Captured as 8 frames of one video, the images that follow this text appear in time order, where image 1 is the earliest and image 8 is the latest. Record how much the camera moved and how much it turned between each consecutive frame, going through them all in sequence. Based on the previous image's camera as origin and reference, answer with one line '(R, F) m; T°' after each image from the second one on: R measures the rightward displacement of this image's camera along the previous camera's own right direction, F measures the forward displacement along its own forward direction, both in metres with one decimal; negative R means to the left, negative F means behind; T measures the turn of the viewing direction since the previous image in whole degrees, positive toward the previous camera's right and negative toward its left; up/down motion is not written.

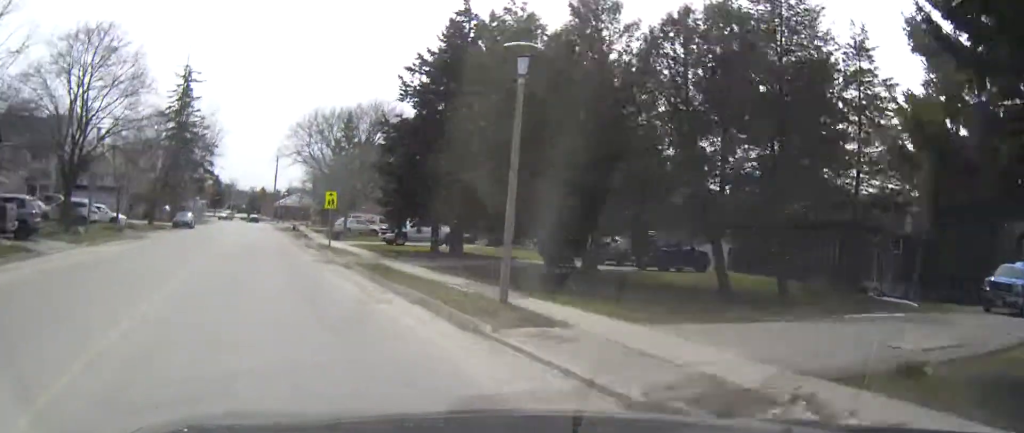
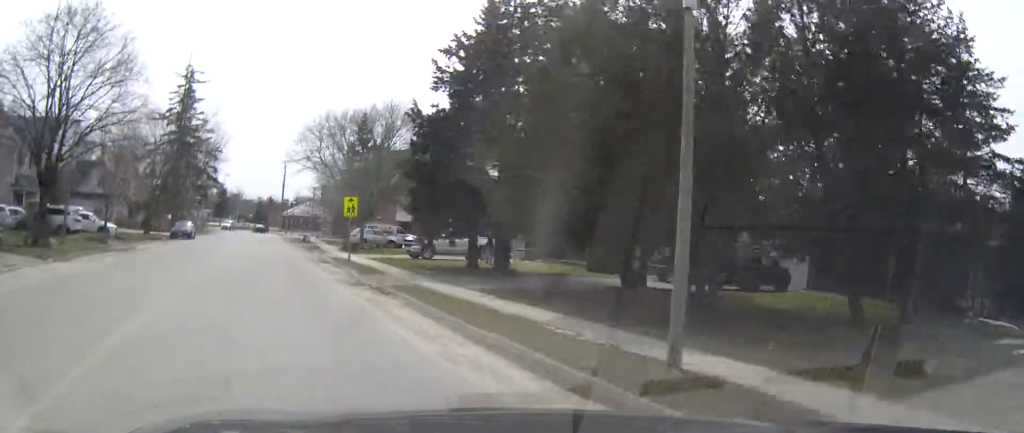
(-0.1, +6.0) m; -1°
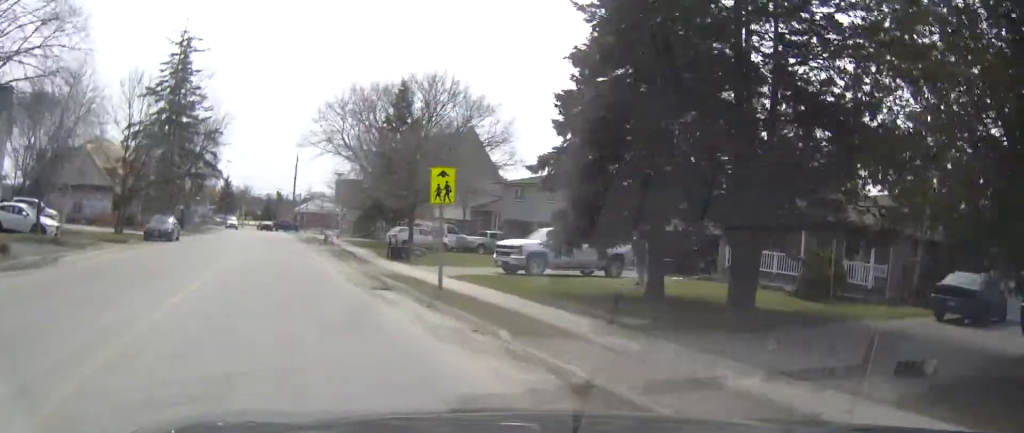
(-0.2, +15.7) m; -1°
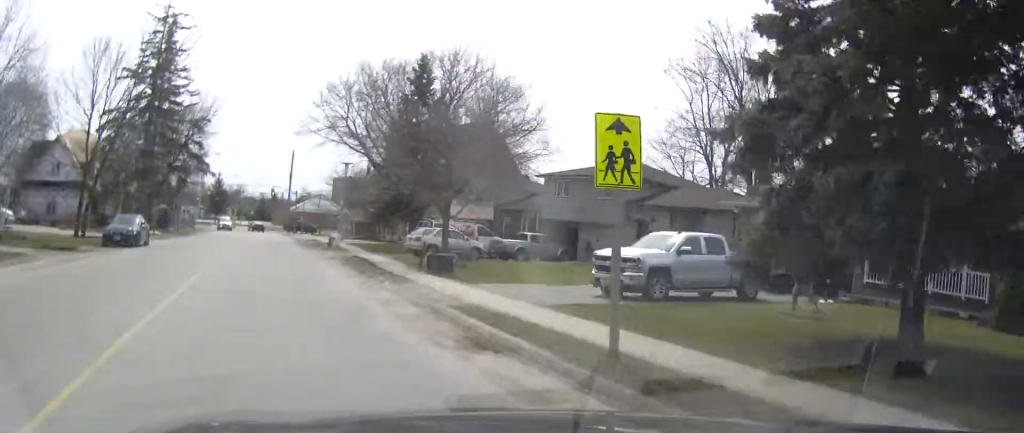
(0.0, +9.2) m; 0°
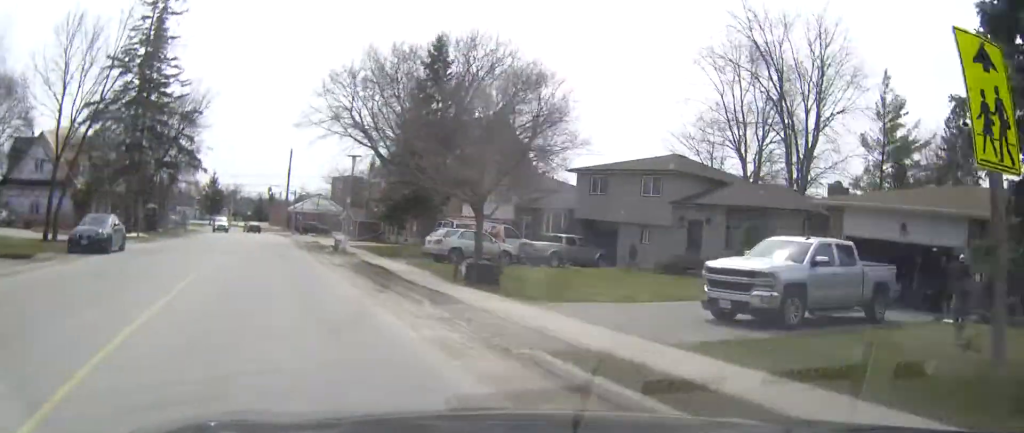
(0.0, +5.5) m; 0°
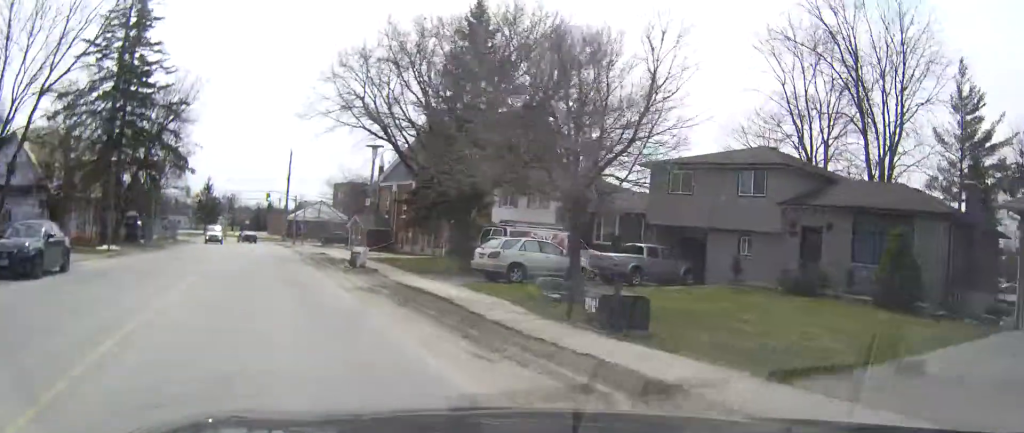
(0.0, +8.4) m; 0°
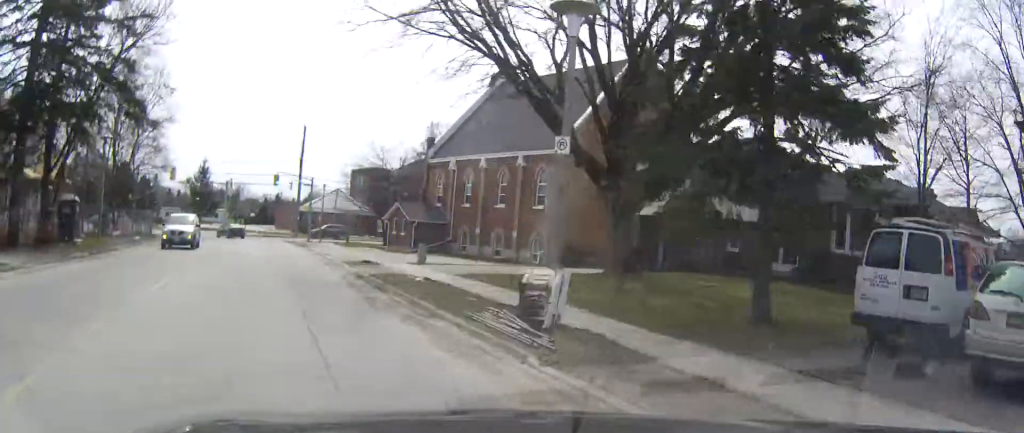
(-0.1, +19.7) m; 0°
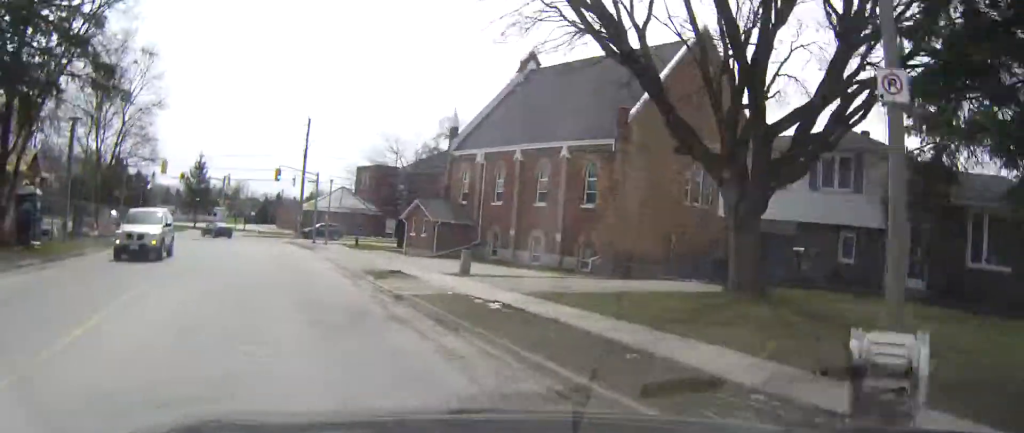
(0.0, +6.7) m; 0°
